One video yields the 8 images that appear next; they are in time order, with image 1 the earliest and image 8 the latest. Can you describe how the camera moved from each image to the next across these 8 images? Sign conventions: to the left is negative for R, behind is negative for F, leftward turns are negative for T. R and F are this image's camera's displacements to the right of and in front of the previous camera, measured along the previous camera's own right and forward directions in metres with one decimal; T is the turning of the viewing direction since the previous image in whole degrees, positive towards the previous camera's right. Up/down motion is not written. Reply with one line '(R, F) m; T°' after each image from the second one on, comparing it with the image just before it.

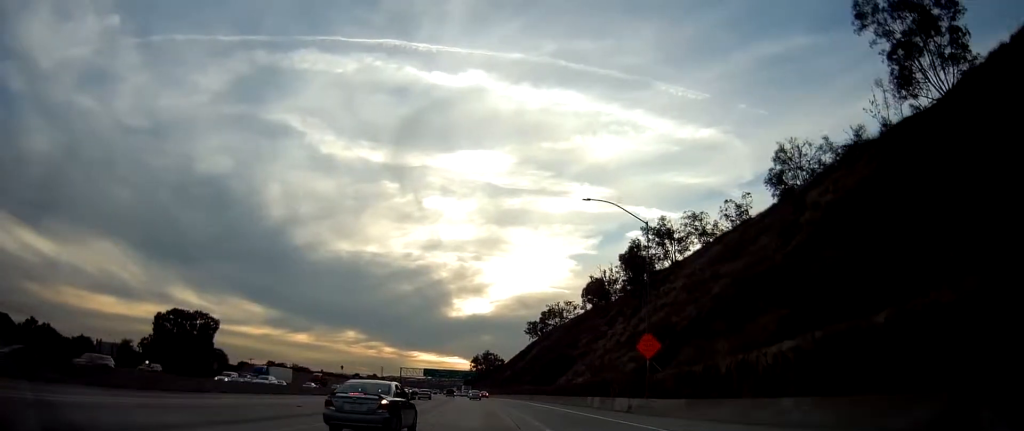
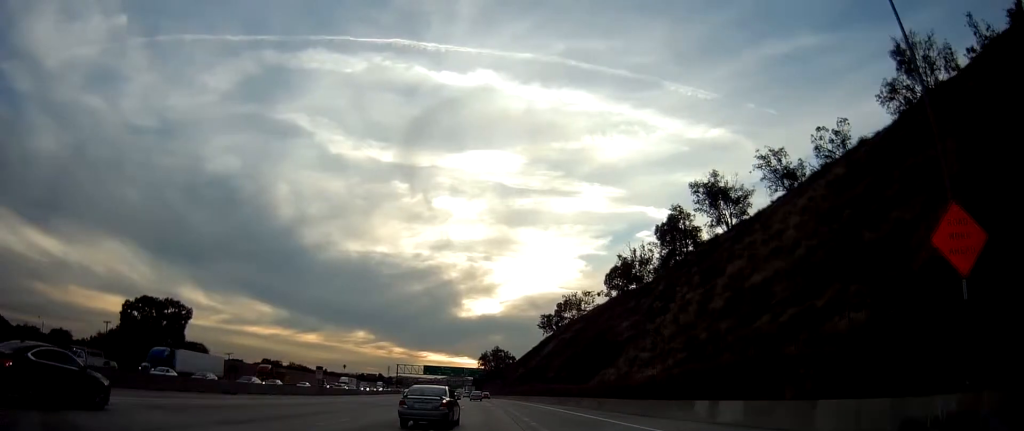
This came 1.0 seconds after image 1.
(0.0, +26.0) m; -1°
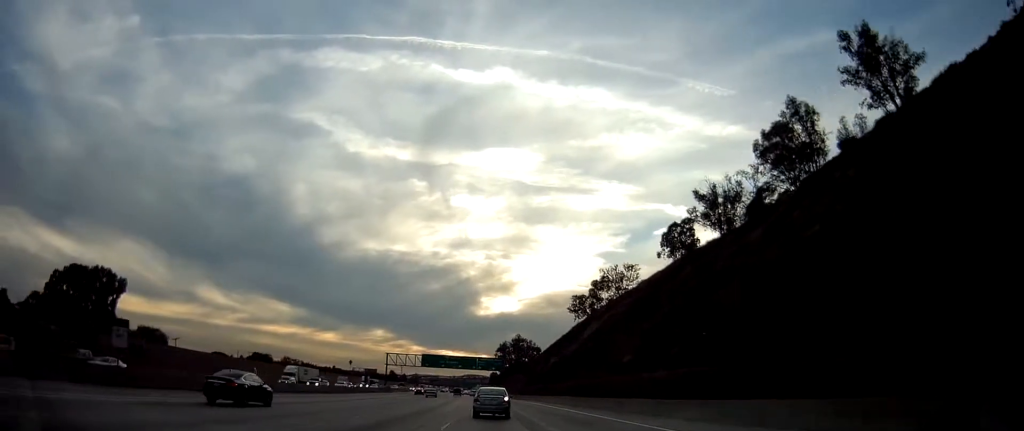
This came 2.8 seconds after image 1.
(-1.2, +44.1) m; -2°
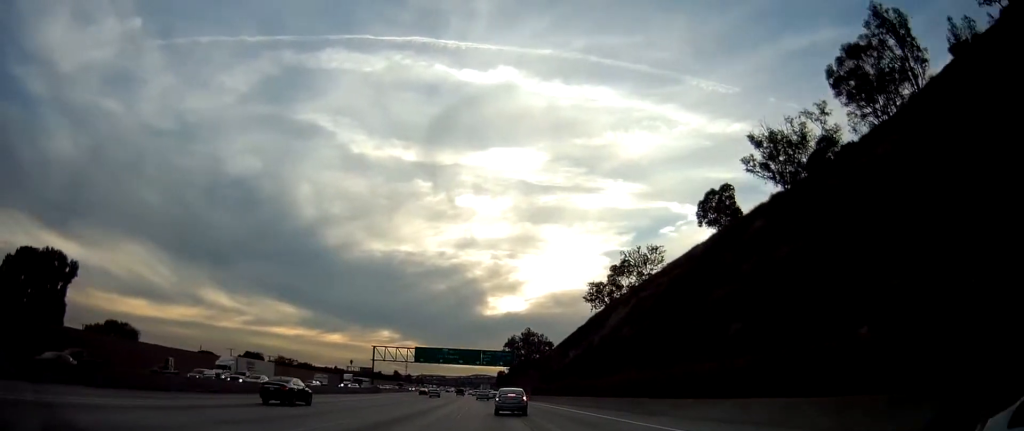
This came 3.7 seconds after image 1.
(0.0, +21.6) m; -1°
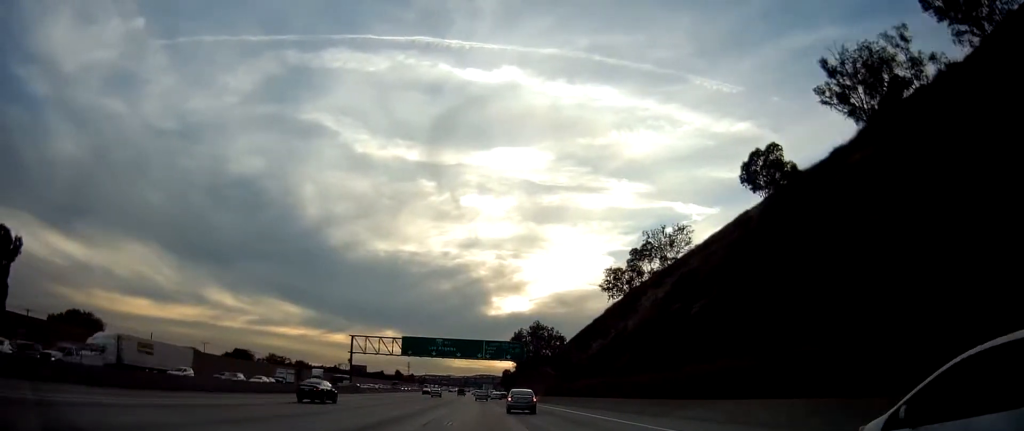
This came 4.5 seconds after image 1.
(-0.1, +20.0) m; -1°
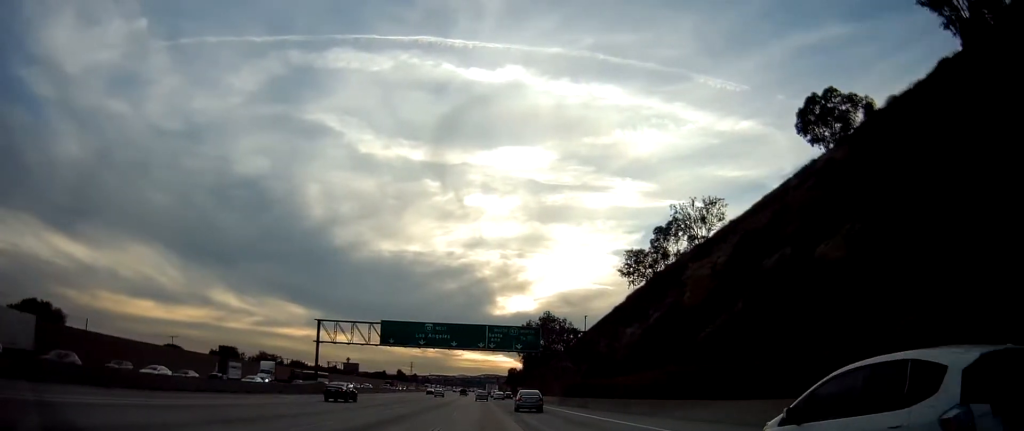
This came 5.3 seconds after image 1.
(-0.3, +19.8) m; 0°
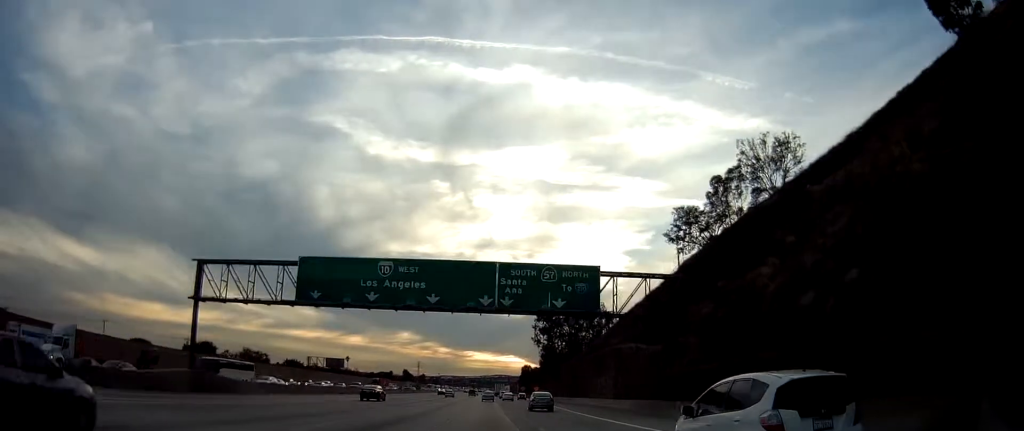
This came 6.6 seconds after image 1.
(0.0, +32.0) m; -1°
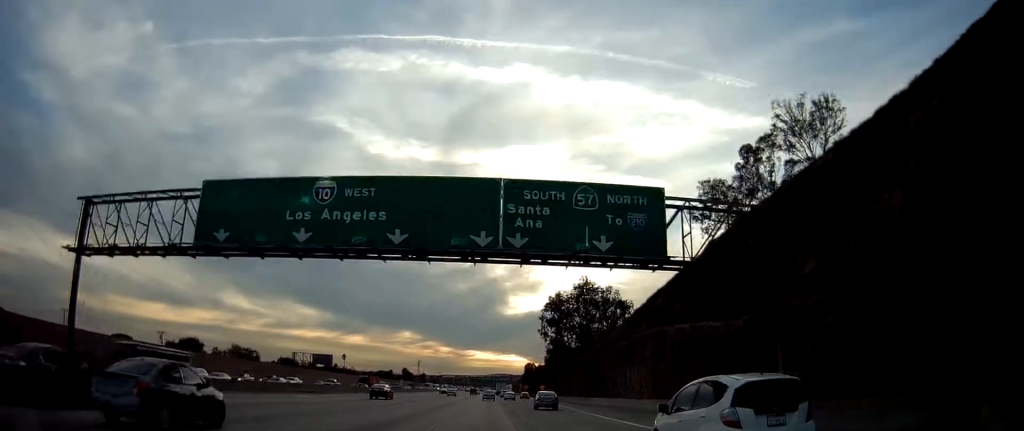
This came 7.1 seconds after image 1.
(-0.3, +13.2) m; 0°
